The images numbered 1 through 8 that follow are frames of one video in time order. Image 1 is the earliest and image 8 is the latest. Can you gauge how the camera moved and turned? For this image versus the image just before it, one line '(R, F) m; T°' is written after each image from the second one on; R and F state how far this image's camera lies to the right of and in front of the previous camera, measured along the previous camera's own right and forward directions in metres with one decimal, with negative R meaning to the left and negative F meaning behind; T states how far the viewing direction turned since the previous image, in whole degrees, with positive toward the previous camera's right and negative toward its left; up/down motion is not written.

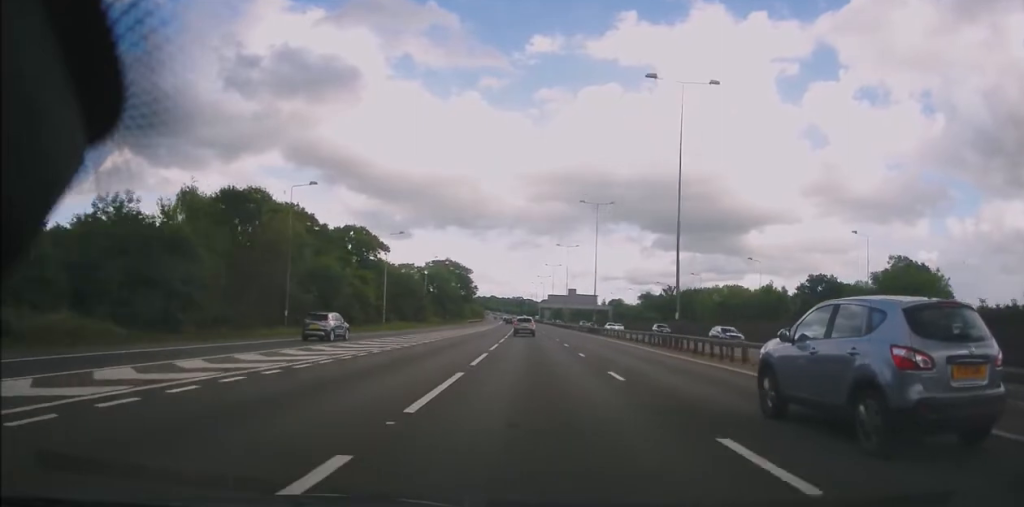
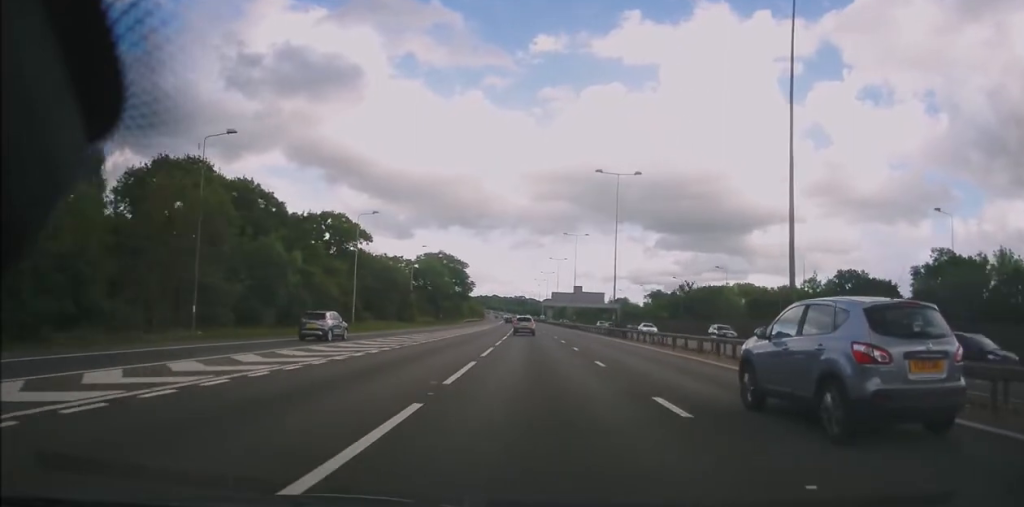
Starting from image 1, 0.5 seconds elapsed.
(+0.1, +14.4) m; 0°
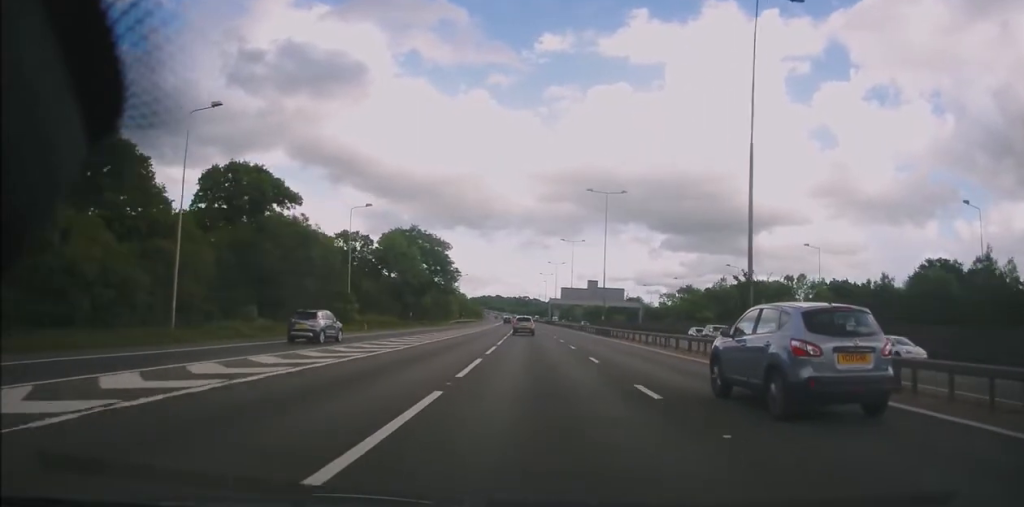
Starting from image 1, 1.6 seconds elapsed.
(-0.1, +34.0) m; 0°
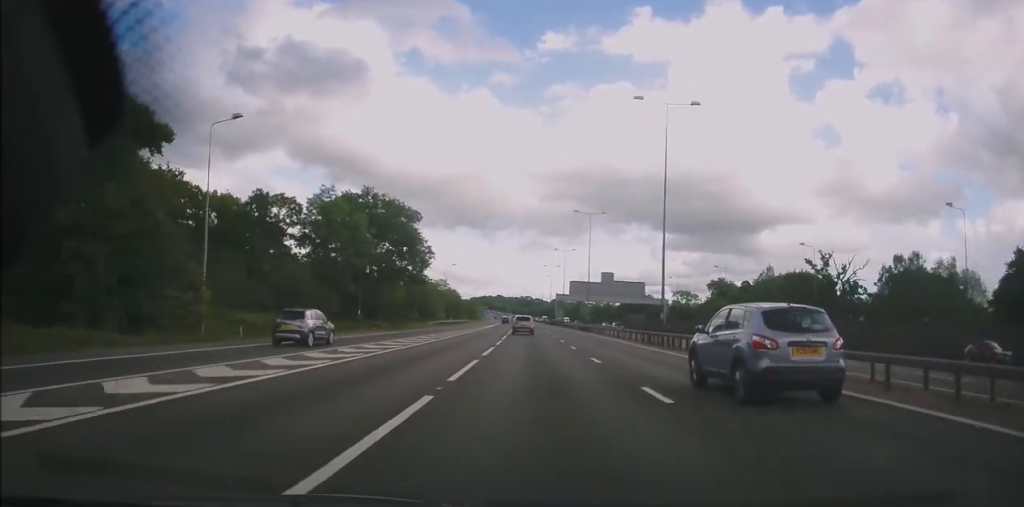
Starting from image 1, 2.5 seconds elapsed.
(0.0, +27.9) m; -1°
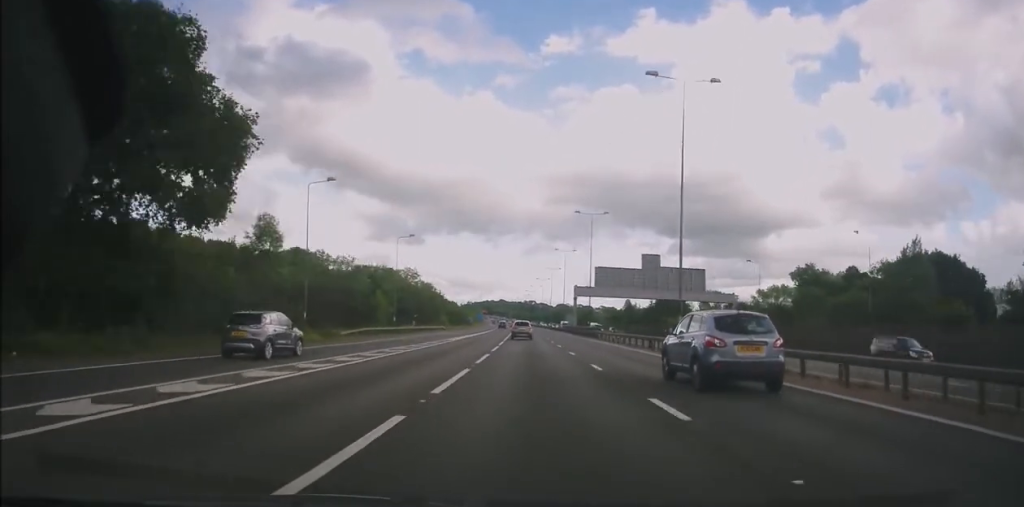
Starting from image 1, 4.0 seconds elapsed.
(-0.5, +46.2) m; 0°
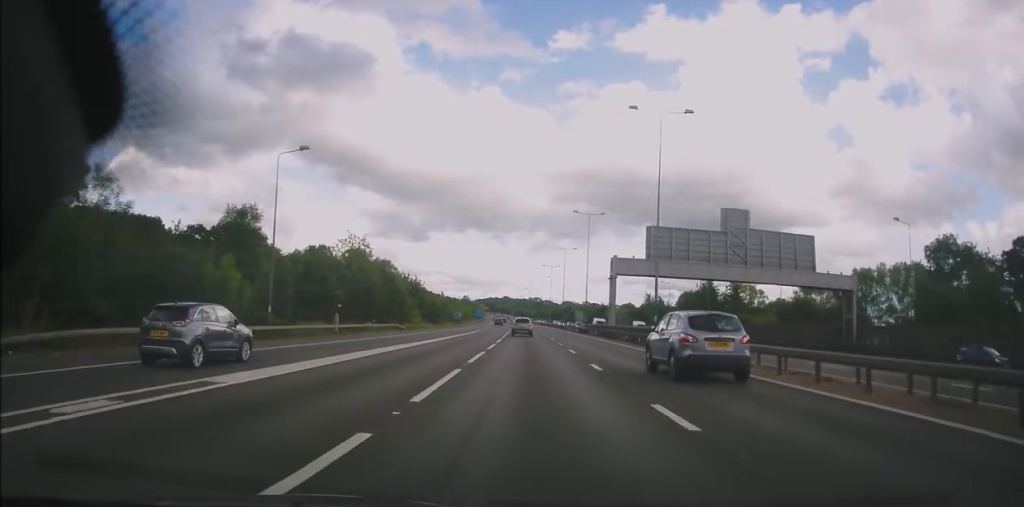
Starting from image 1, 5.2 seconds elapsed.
(-0.1, +36.7) m; -1°
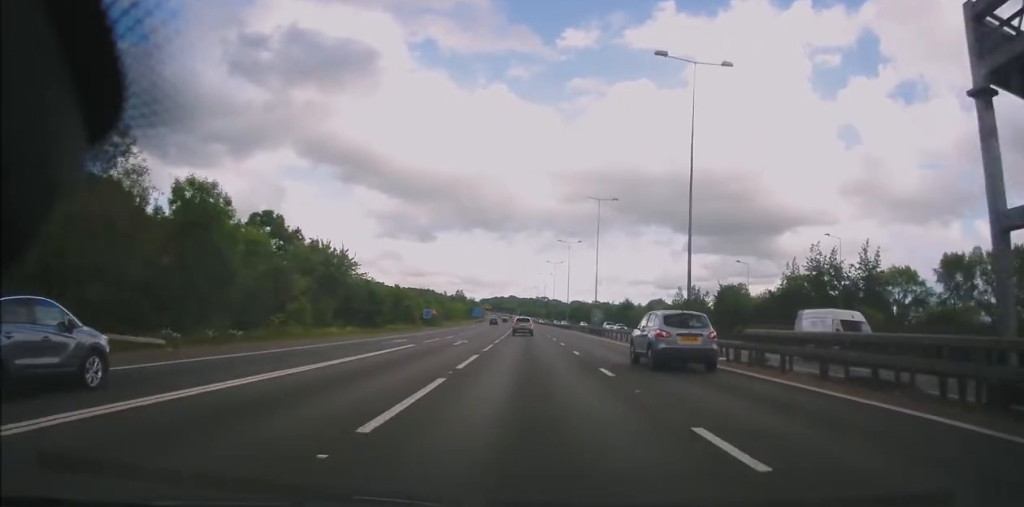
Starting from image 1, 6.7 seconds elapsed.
(+0.3, +46.9) m; 0°
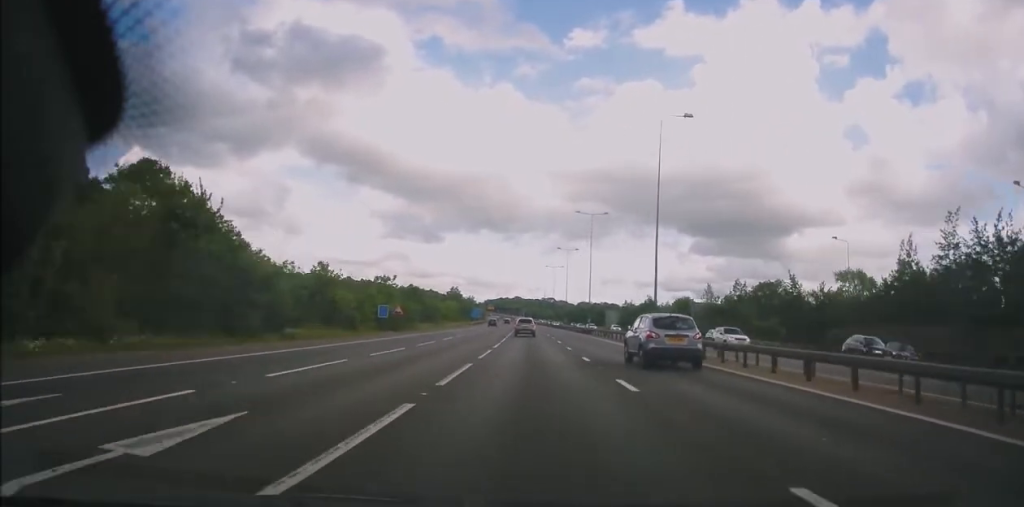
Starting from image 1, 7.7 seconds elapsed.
(-0.8, +29.5) m; -1°
